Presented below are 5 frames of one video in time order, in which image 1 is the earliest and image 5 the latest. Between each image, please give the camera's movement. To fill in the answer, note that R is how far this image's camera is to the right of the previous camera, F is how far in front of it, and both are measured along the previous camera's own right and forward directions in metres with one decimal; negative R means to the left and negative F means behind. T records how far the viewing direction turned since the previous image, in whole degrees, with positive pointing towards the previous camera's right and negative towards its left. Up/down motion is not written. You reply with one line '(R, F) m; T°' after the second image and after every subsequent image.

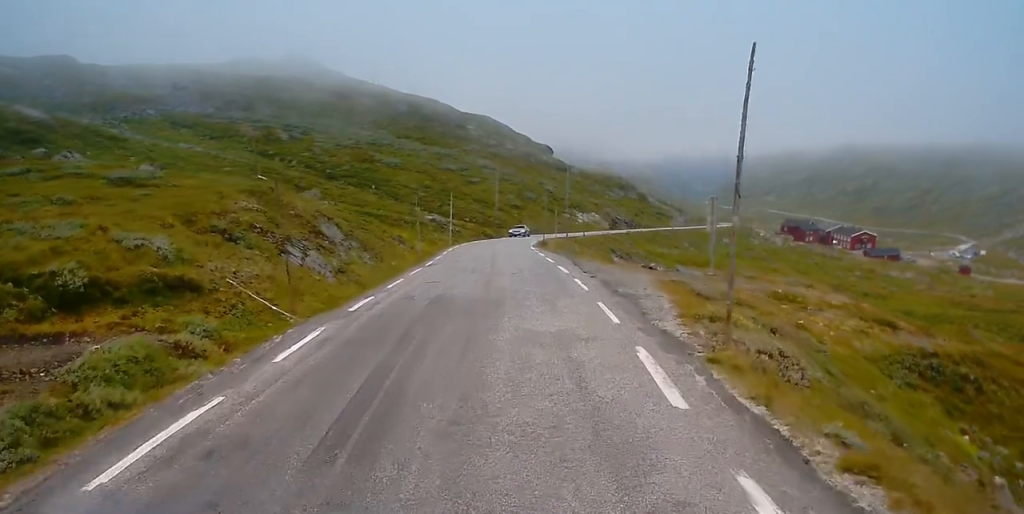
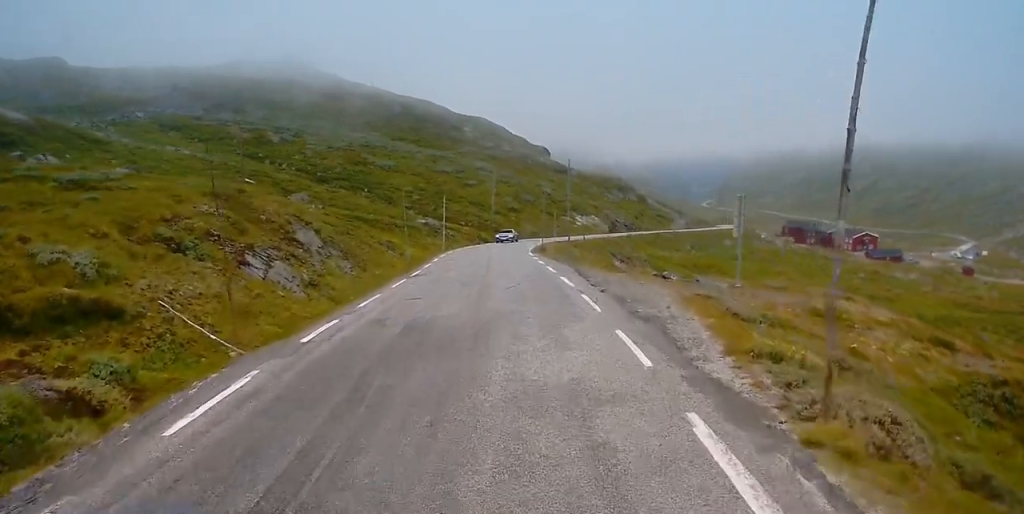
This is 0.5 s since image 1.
(0.0, +4.0) m; 0°
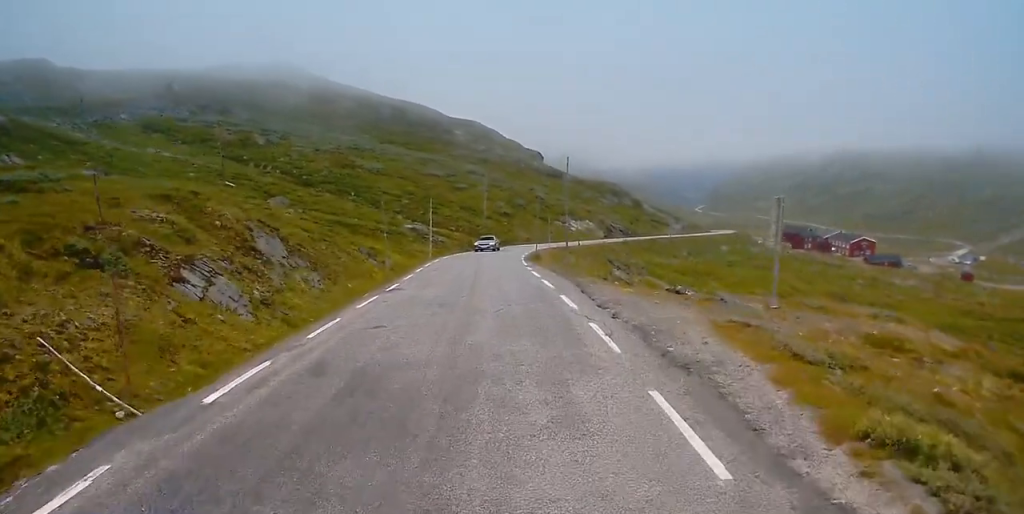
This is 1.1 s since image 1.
(0.0, +4.4) m; 0°
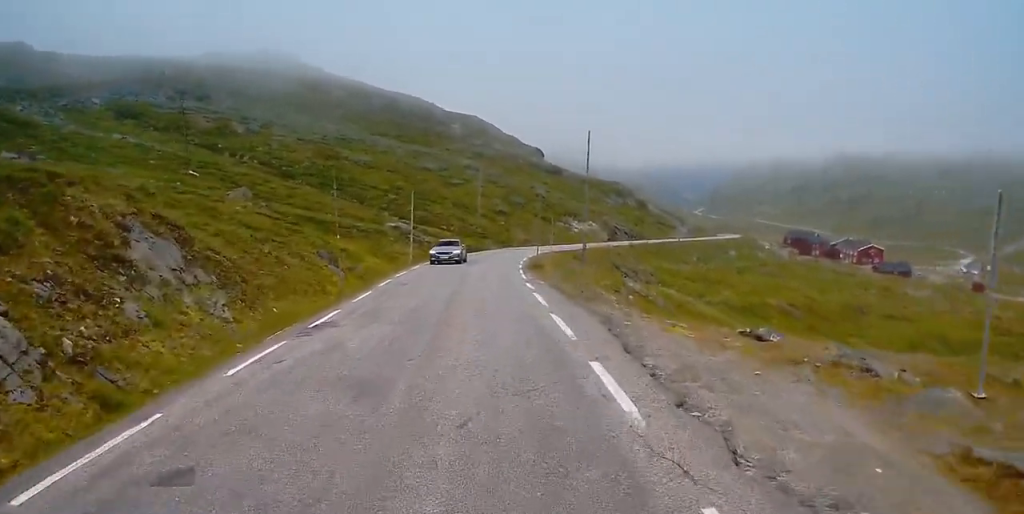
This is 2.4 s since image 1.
(0.0, +10.0) m; 0°
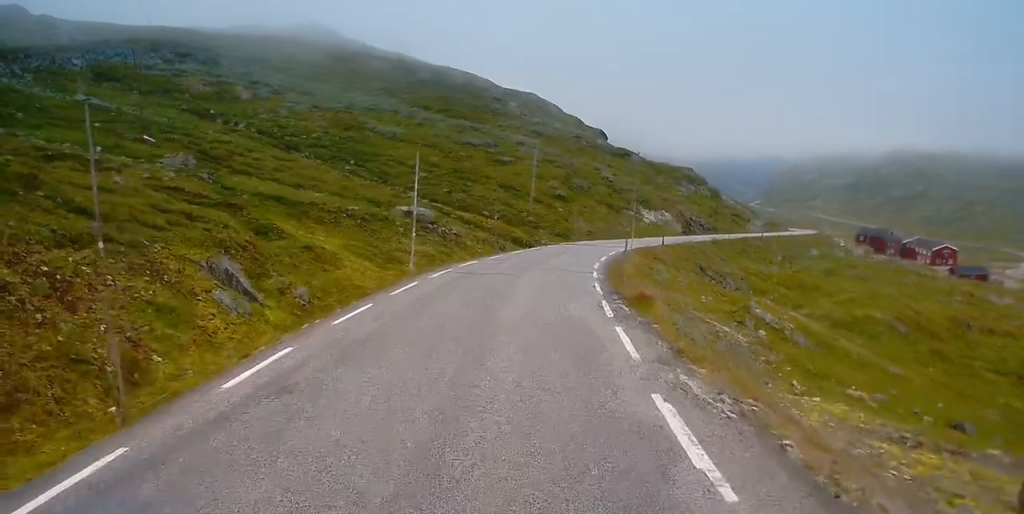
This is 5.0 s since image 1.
(-0.9, +19.7) m; -4°
